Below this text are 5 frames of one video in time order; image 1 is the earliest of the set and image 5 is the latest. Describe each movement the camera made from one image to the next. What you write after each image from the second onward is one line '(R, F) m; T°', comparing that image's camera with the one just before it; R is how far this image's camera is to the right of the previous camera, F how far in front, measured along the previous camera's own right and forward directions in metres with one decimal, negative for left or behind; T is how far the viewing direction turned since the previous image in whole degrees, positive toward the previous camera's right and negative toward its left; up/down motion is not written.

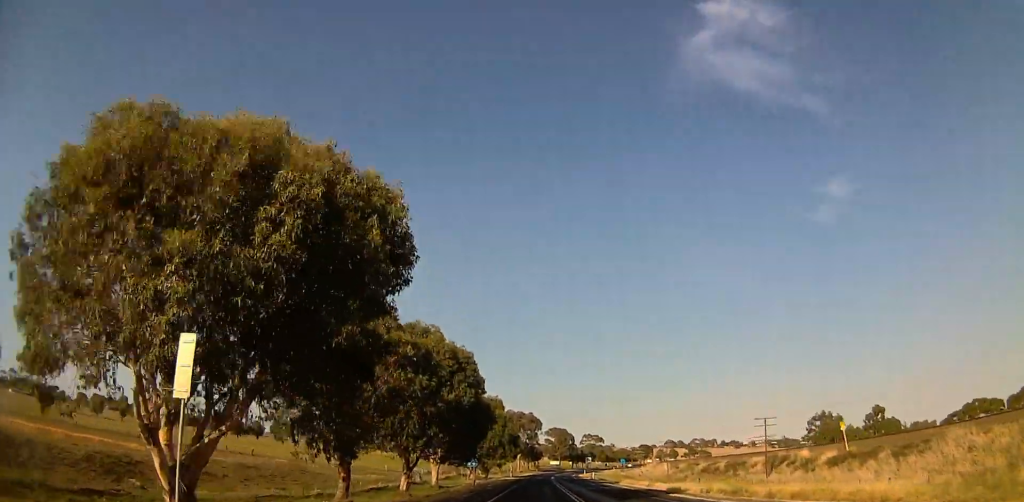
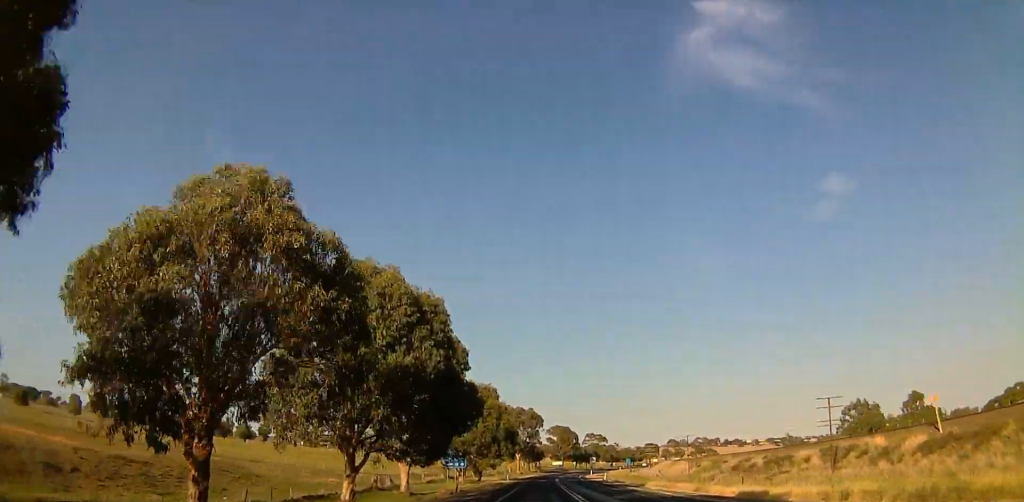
(0.0, +15.2) m; -1°
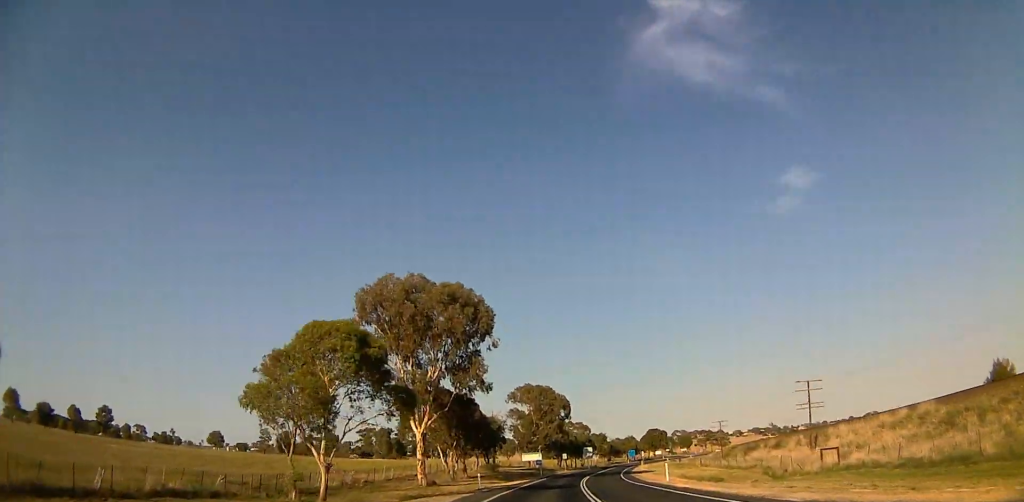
(+2.0, +104.0) m; +4°
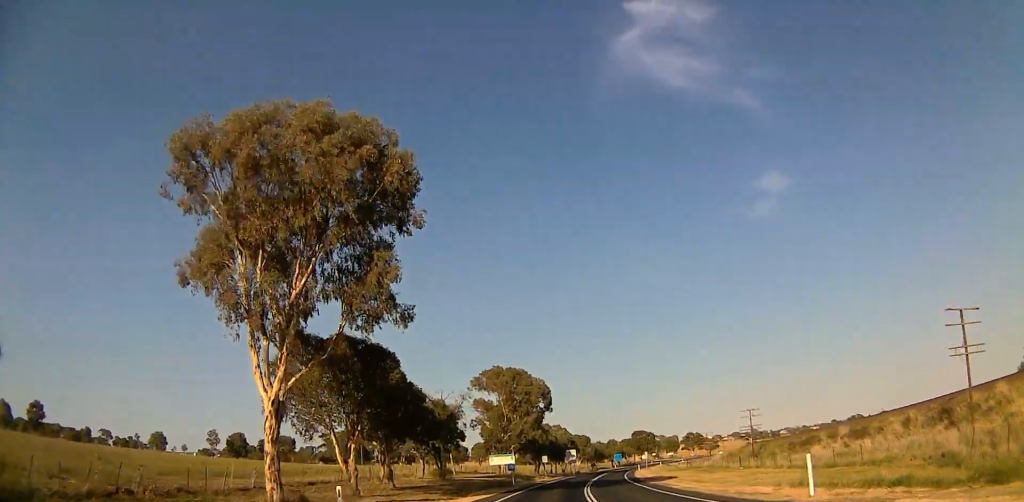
(+0.6, +24.9) m; +2°
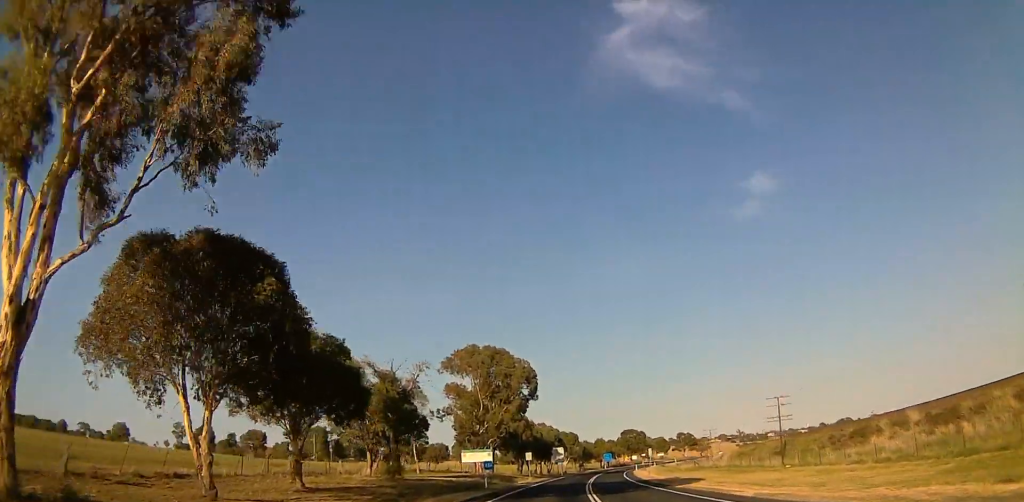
(0.0, +13.7) m; +1°
